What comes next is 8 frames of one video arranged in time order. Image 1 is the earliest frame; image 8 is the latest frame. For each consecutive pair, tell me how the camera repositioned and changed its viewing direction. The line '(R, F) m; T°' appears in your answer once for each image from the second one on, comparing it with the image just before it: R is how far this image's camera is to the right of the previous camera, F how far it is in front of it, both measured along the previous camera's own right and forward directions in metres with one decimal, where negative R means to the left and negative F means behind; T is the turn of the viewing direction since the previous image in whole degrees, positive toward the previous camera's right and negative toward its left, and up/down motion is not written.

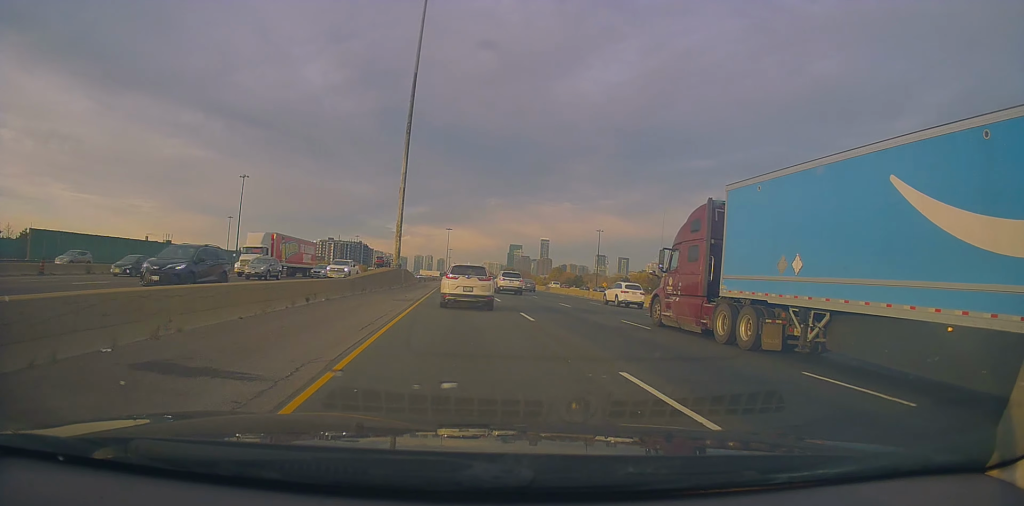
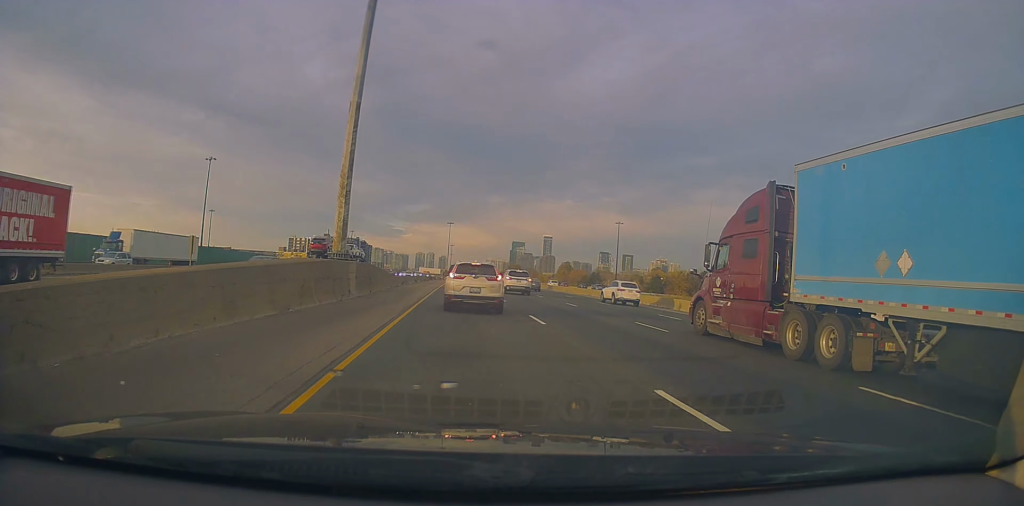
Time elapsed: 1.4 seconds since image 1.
(+0.2, +26.0) m; +1°
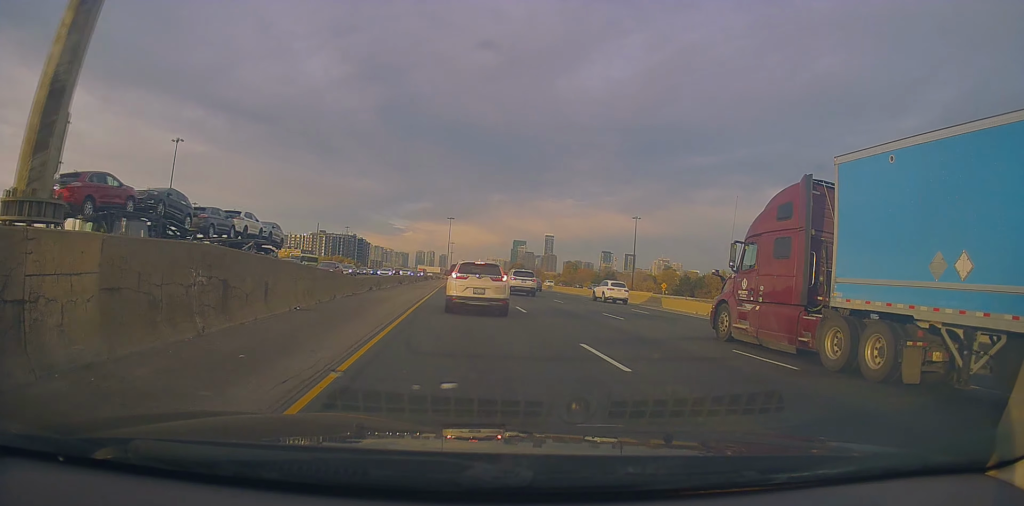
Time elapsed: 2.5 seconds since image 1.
(+0.1, +20.1) m; -1°
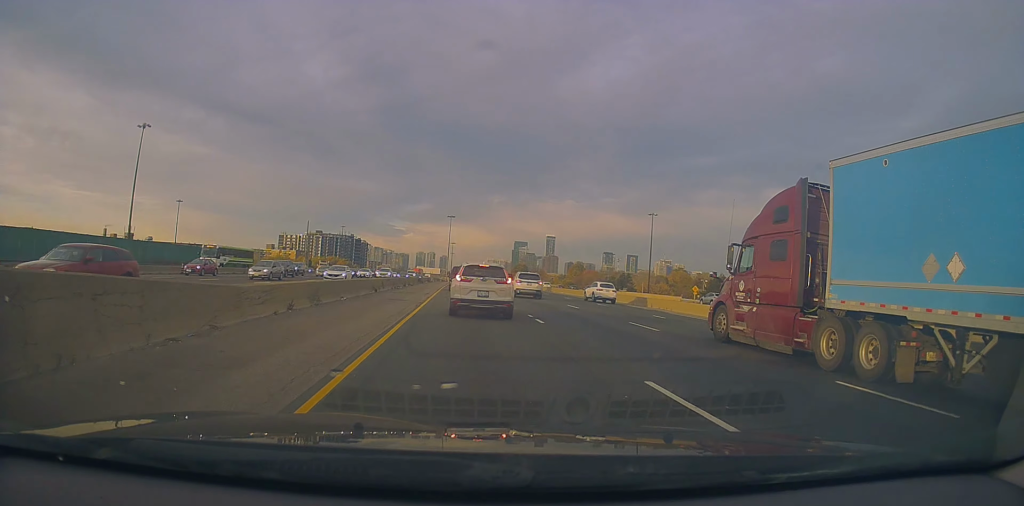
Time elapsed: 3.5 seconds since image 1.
(-0.4, +16.6) m; 0°
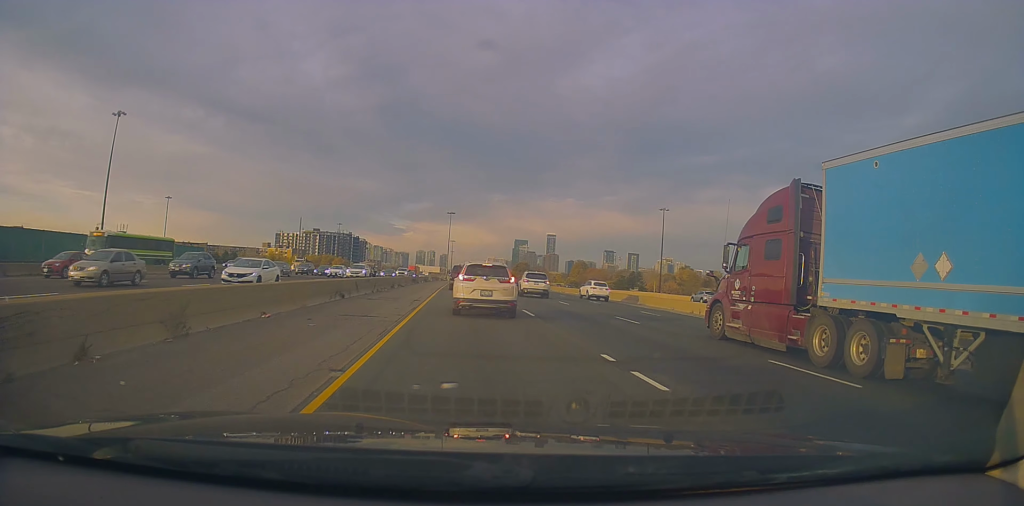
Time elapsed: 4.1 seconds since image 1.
(-0.1, +9.6) m; +2°
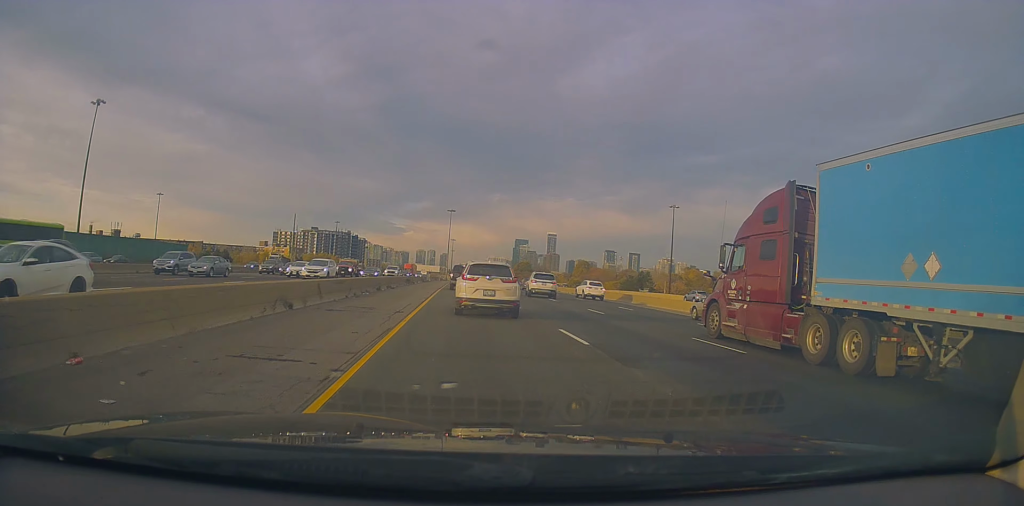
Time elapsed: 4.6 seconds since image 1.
(+0.2, +7.6) m; 0°
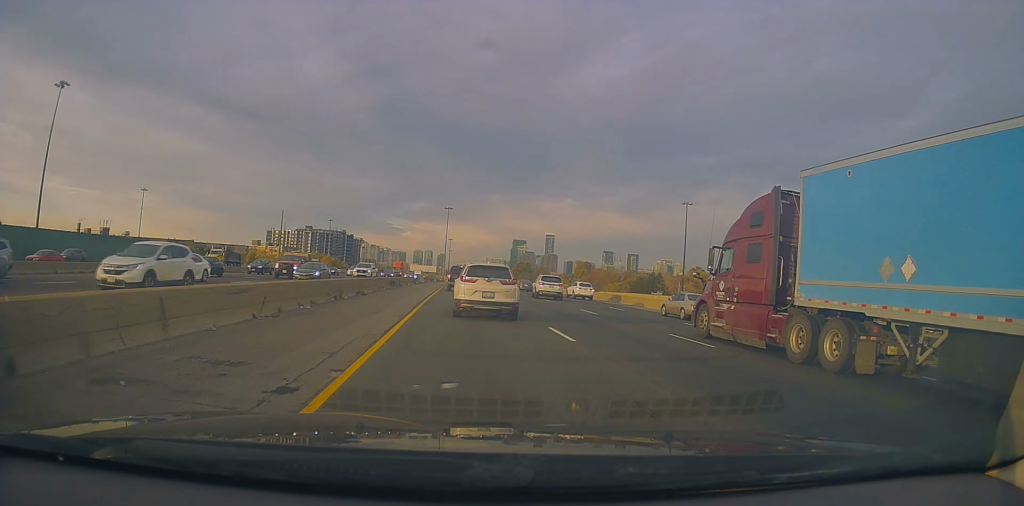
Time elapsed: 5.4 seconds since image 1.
(+0.2, +11.1) m; 0°
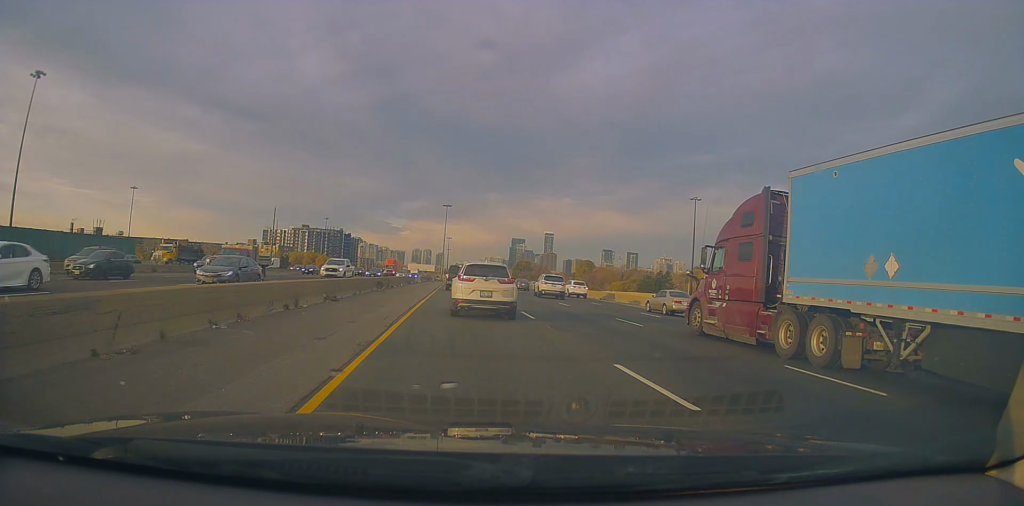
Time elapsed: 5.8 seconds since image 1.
(-0.2, +6.5) m; 0°
